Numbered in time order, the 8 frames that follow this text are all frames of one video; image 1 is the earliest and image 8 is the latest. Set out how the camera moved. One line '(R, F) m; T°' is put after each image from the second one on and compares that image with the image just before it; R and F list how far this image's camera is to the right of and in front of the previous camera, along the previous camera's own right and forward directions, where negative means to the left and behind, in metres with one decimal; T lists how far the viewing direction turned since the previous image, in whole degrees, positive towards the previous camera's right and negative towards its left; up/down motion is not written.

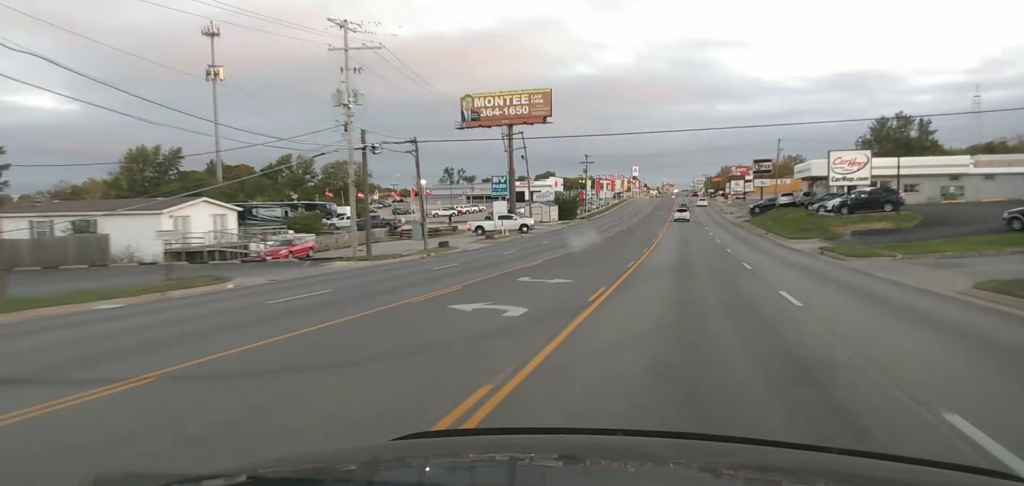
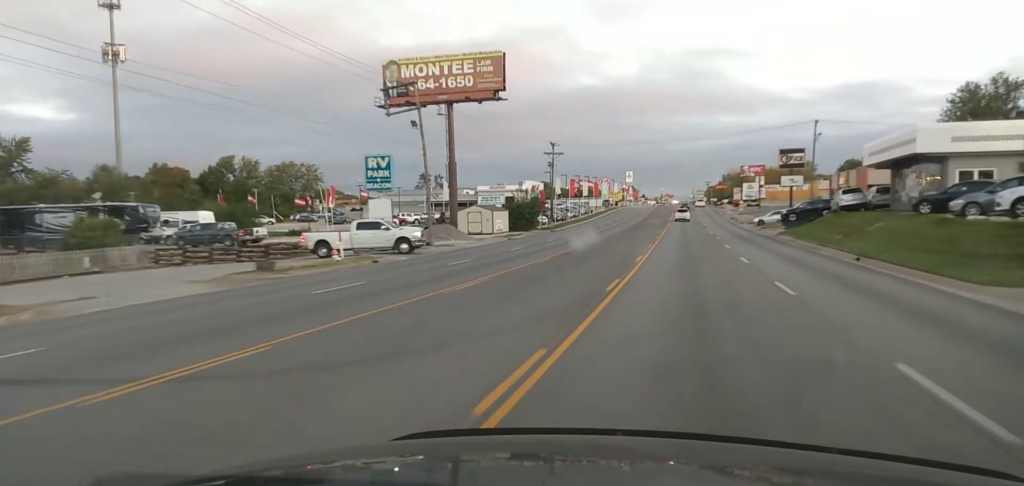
(+0.5, +34.9) m; -1°
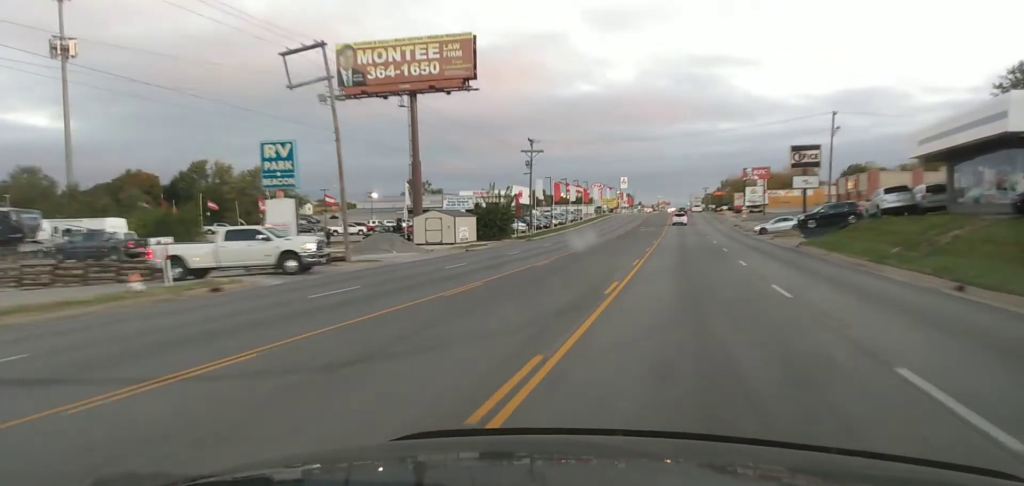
(-0.7, +12.4) m; -3°
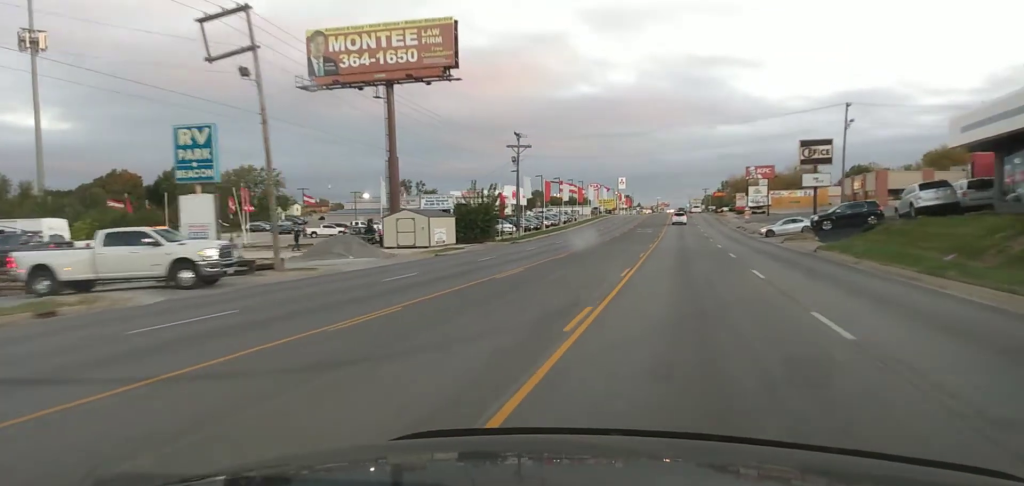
(-0.1, +6.8) m; 0°
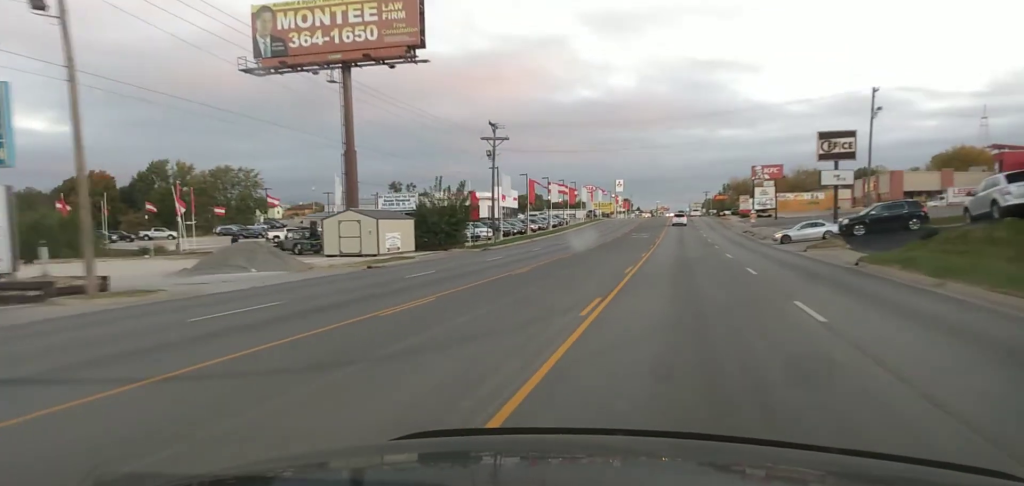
(-0.2, +8.8) m; +2°
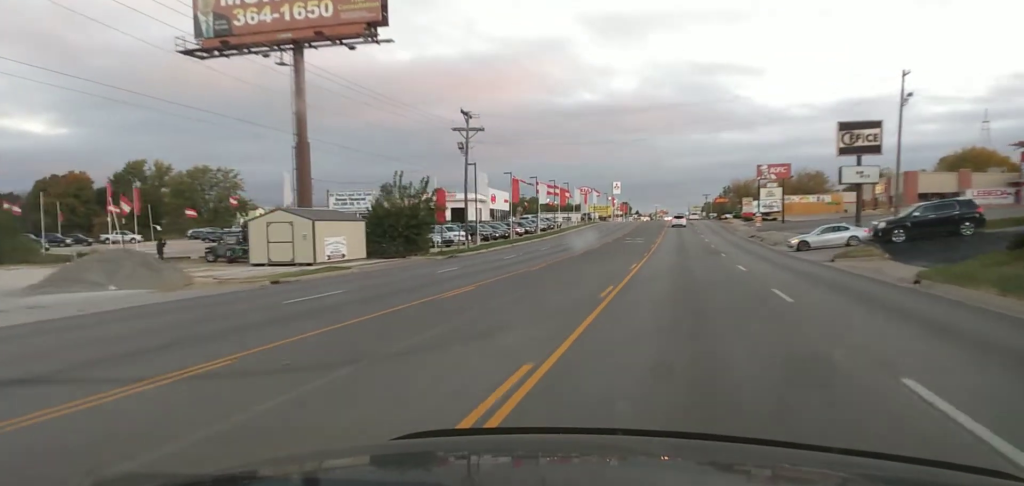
(+0.2, +9.3) m; +2°
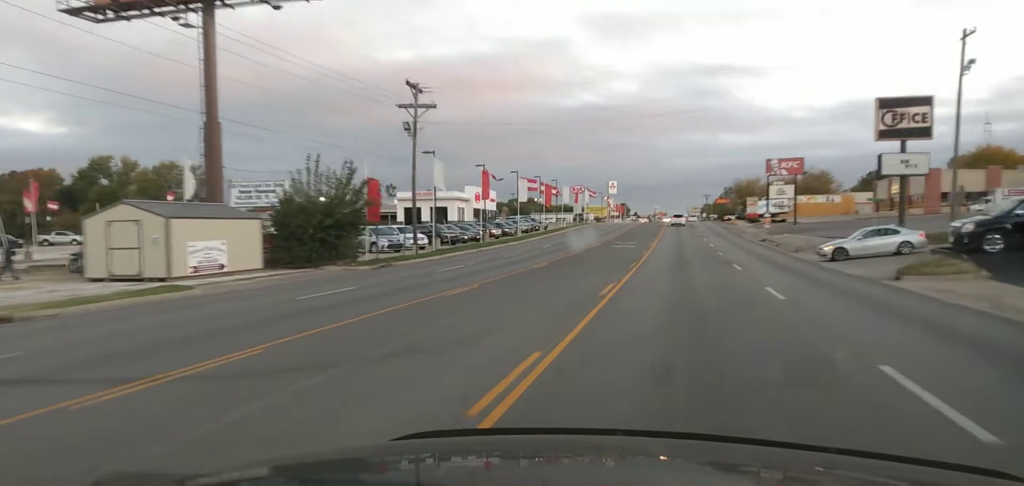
(+0.5, +10.6) m; +2°
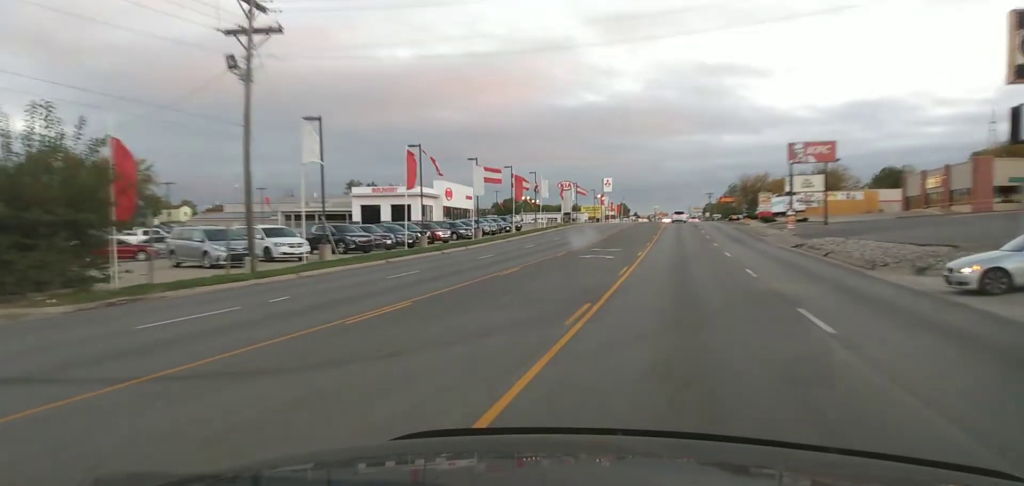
(-0.2, +18.2) m; -2°
